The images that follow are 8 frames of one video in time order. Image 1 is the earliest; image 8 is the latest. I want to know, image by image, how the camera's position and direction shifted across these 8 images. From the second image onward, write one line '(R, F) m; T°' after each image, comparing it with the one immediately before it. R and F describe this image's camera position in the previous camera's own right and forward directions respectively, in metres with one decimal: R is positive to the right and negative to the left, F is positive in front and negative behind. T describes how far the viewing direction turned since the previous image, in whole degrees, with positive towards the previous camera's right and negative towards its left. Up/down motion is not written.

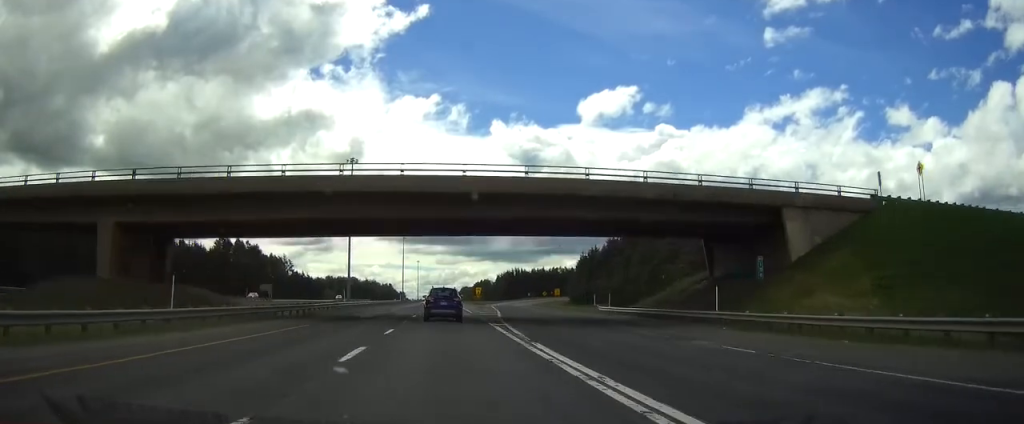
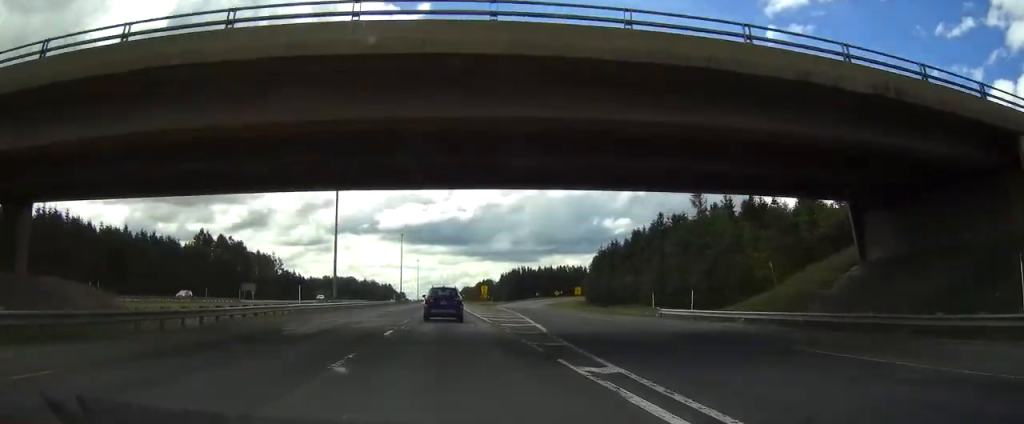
(+0.1, +19.5) m; 0°
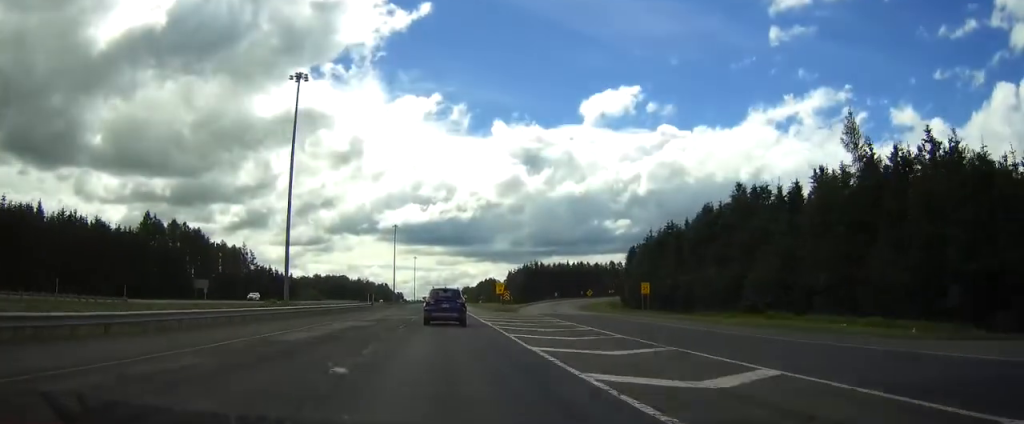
(-0.1, +37.9) m; 0°
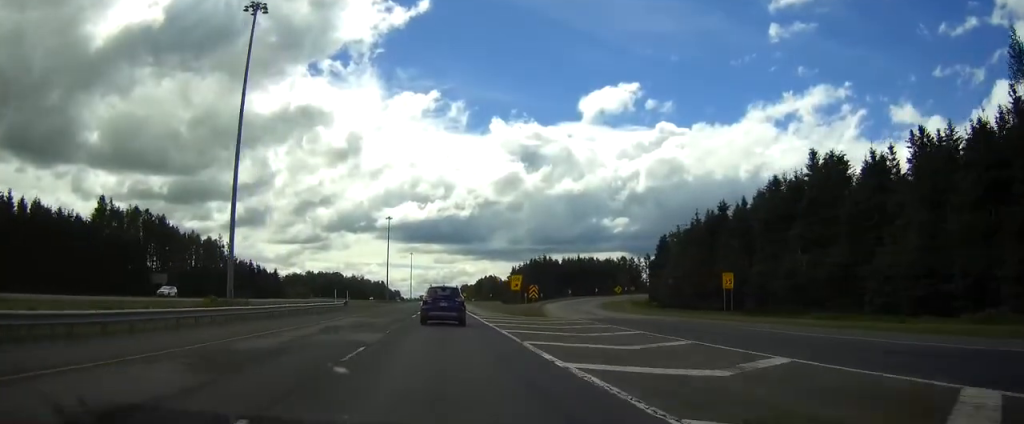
(+0.1, +22.6) m; 0°
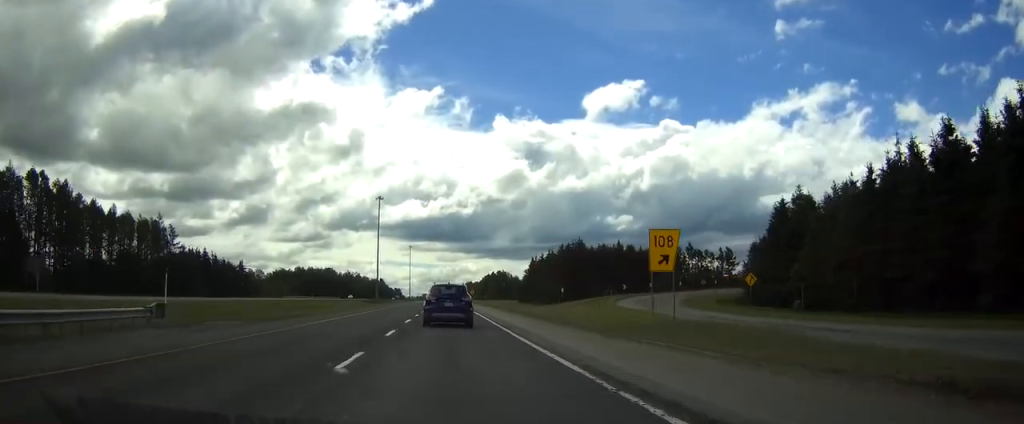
(-0.2, +46.2) m; 0°
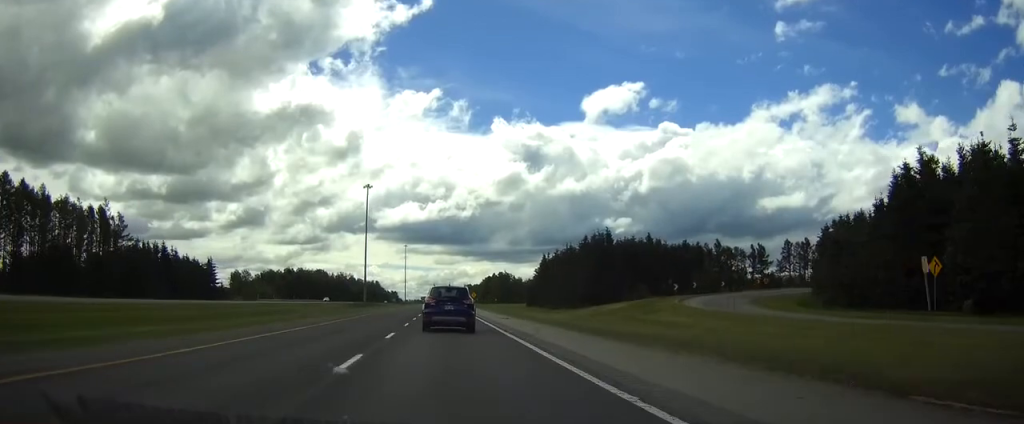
(0.0, +26.7) m; 0°
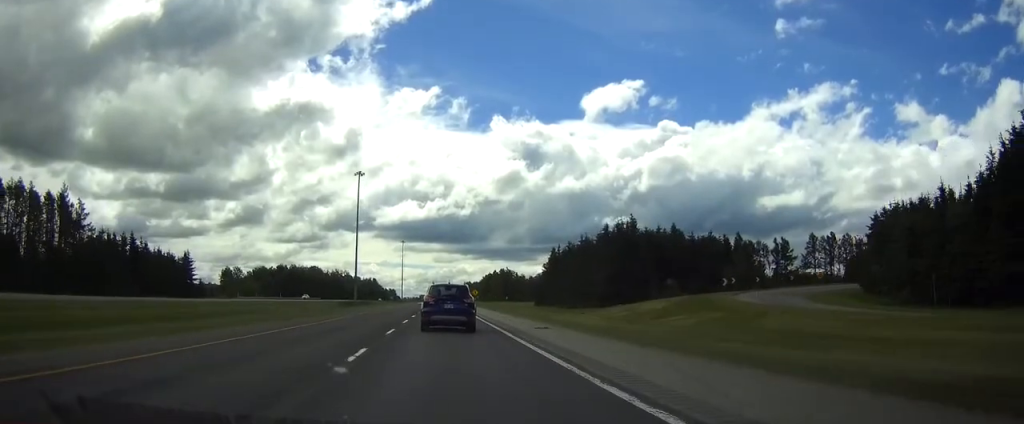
(-0.1, +16.4) m; 0°
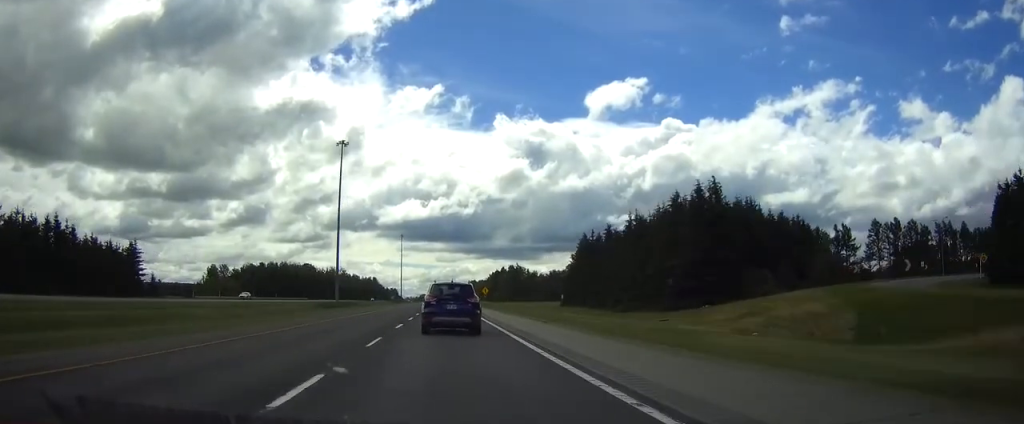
(+0.1, +31.8) m; 0°
